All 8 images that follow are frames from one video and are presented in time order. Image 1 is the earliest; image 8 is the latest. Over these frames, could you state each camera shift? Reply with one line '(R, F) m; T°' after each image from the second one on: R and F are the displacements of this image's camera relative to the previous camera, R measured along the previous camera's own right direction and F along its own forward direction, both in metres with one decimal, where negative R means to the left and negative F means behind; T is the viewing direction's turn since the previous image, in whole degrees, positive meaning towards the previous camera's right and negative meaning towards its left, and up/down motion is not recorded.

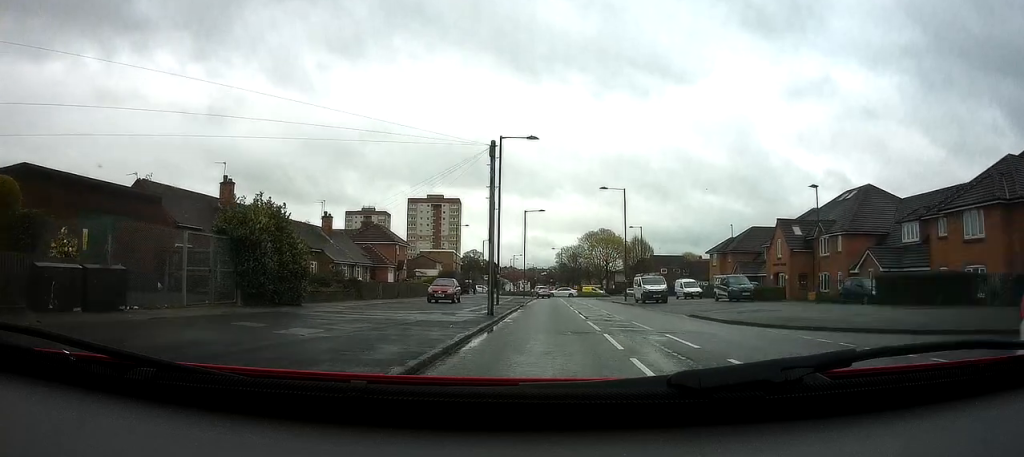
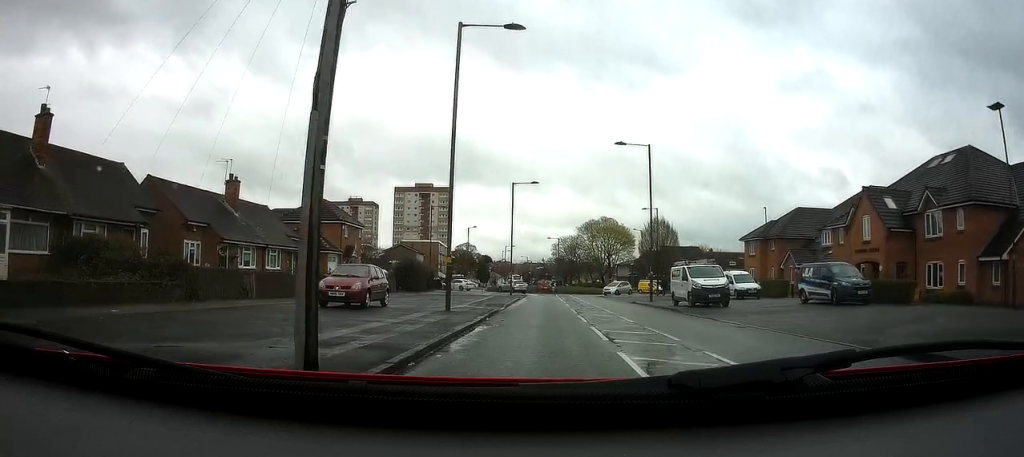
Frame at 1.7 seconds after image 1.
(-0.2, +15.2) m; -5°
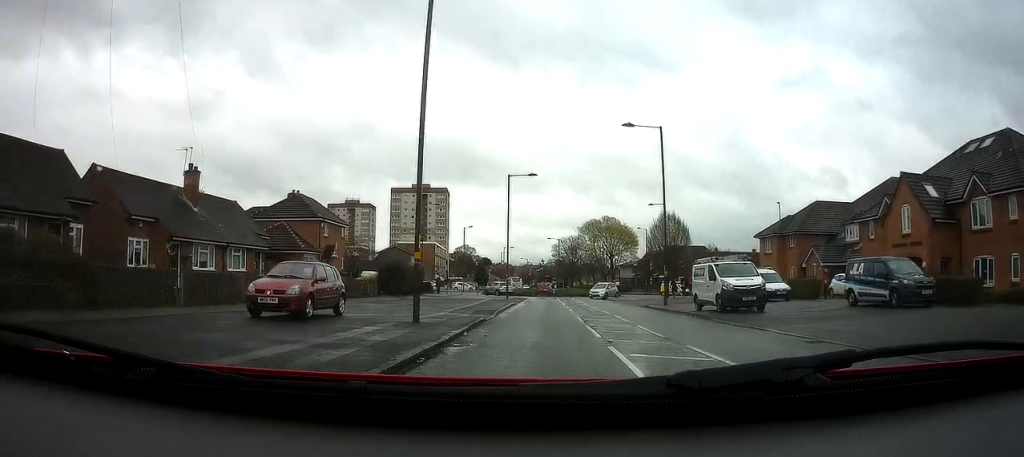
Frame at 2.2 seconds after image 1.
(-0.2, +4.5) m; 0°
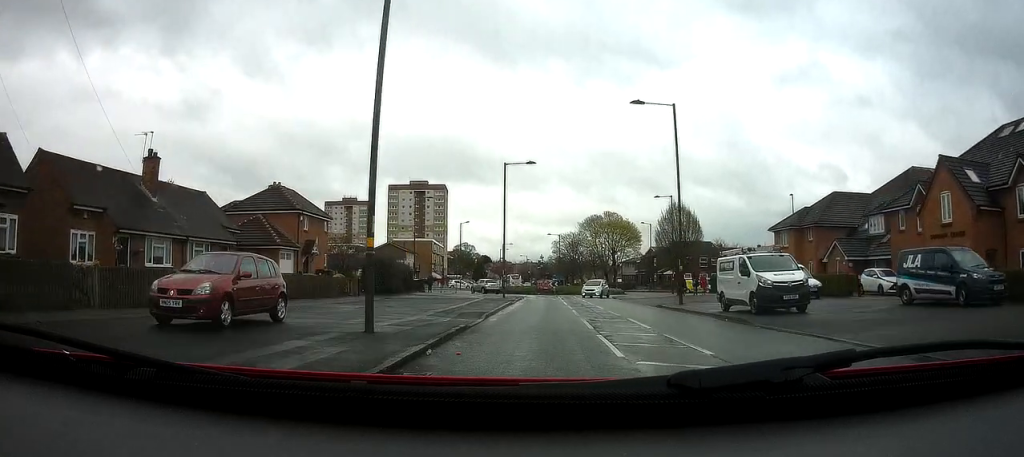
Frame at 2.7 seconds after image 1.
(-0.2, +3.9) m; 0°
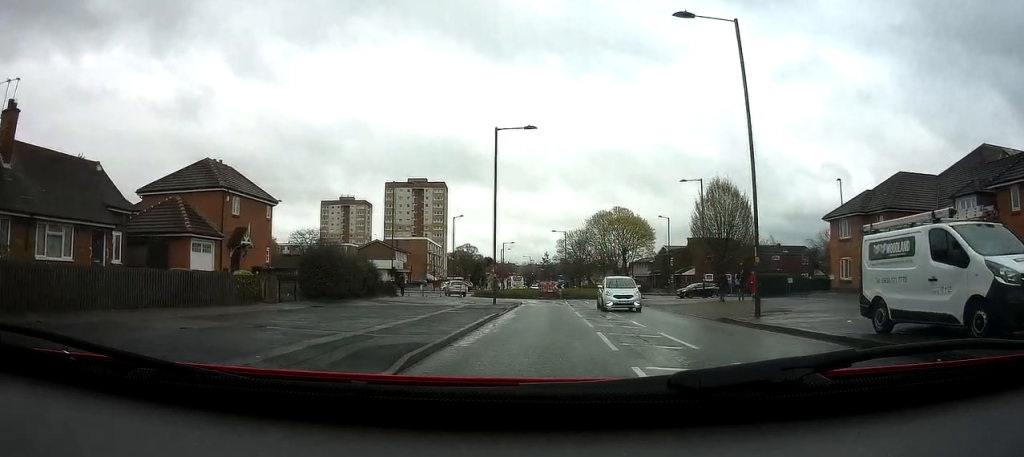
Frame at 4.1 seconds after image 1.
(+0.3, +10.3) m; -1°
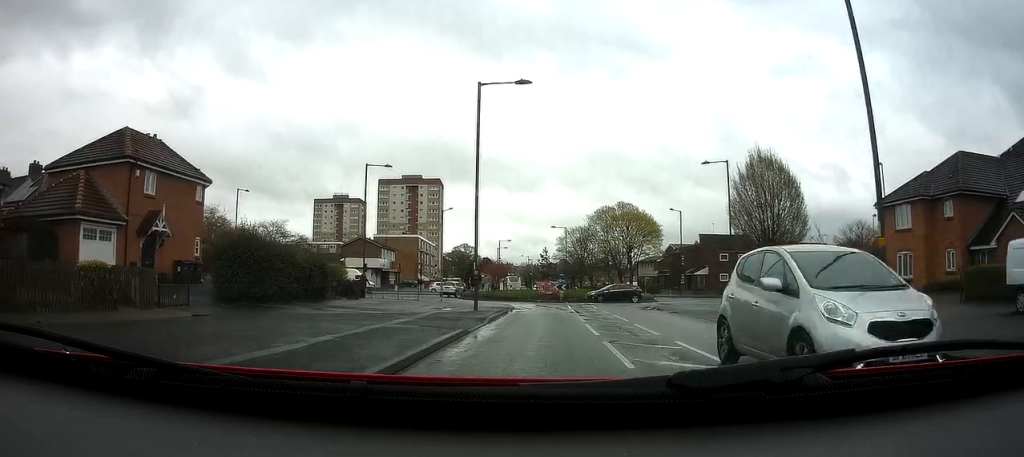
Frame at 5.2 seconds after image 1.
(-0.3, +7.8) m; 0°
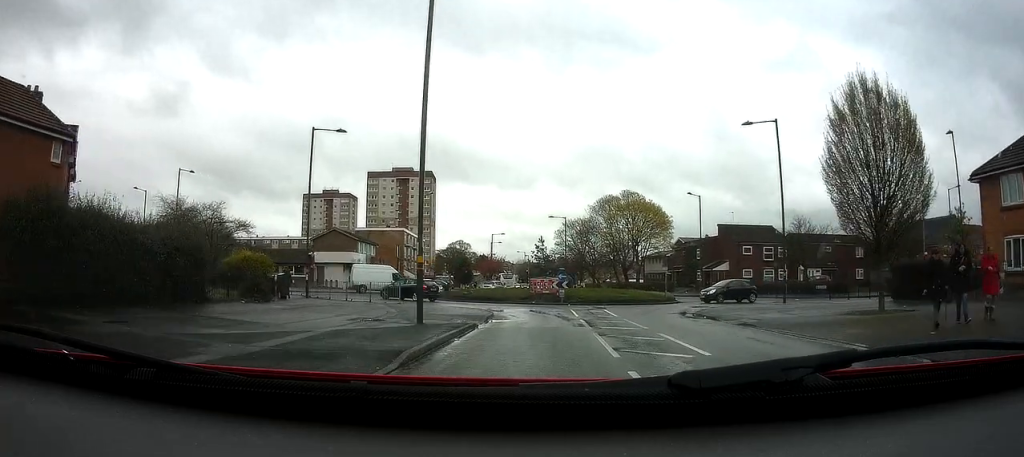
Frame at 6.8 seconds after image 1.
(+0.5, +10.2) m; +2°
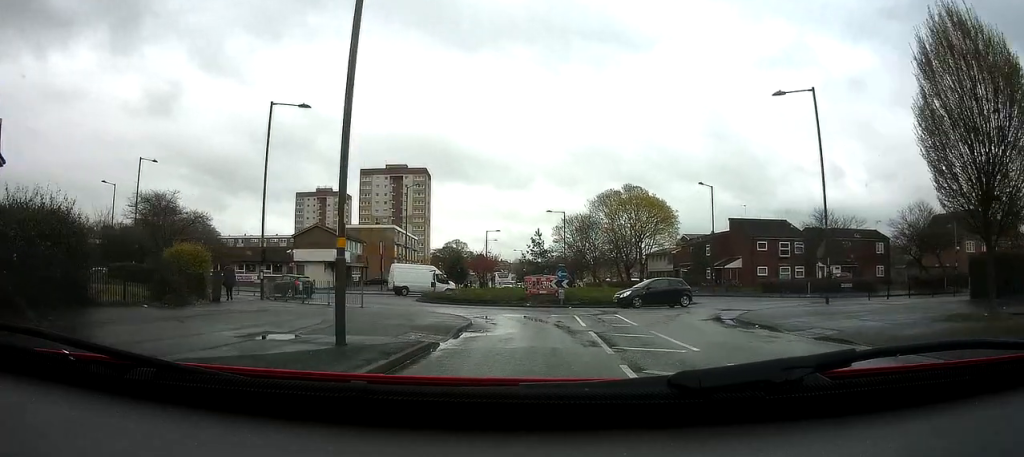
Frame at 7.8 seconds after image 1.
(-0.3, +5.3) m; +1°
